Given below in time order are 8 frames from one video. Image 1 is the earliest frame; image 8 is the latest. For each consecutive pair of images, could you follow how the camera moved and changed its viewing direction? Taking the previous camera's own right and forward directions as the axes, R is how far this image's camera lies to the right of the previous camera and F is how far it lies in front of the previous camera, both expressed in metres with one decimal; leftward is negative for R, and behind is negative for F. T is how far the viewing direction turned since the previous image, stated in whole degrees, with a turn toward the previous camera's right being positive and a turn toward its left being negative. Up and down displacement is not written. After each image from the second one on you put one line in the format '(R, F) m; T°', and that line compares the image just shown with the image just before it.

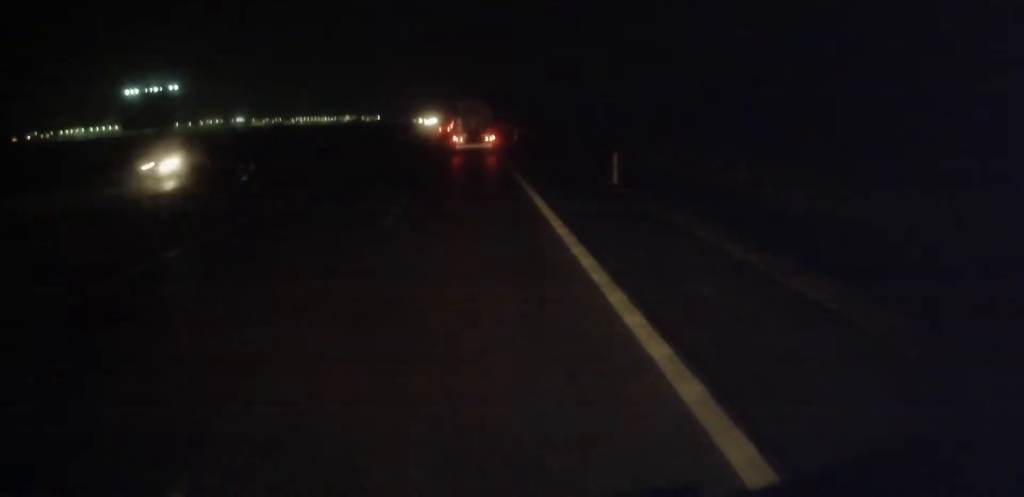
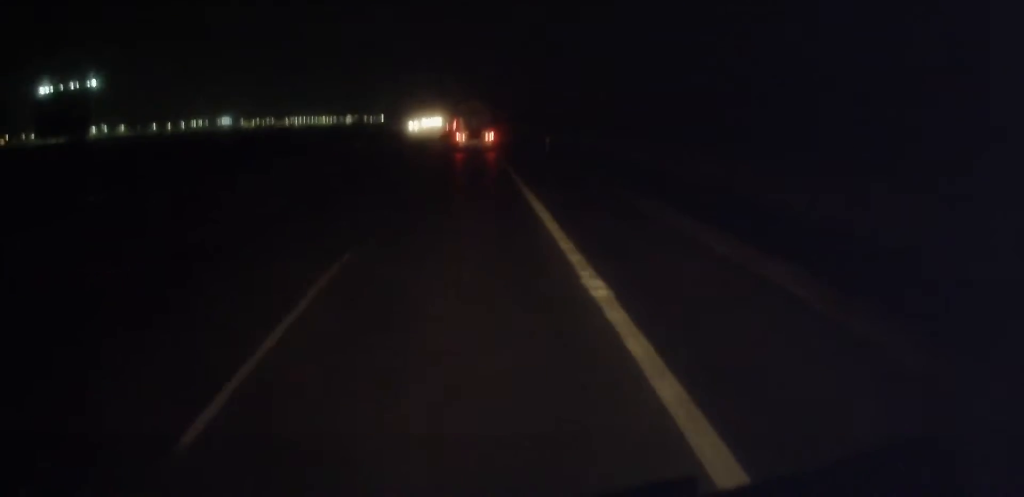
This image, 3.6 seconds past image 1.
(-0.4, +80.0) m; -1°
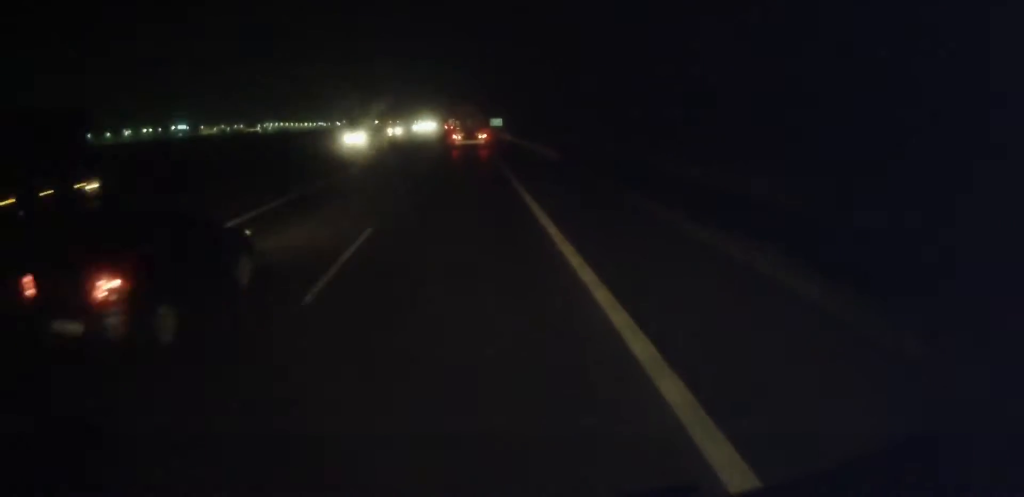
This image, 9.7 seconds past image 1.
(-2.2, +142.6) m; -2°
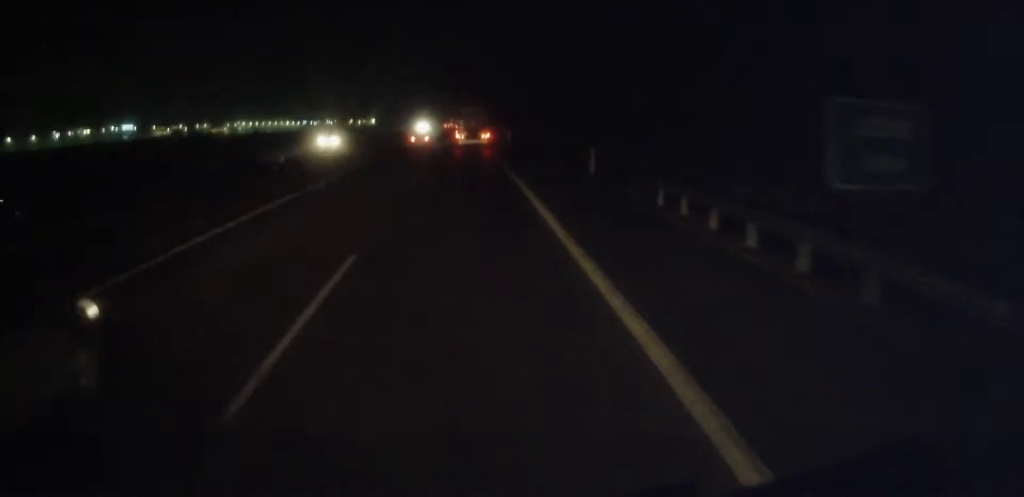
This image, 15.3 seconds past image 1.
(-0.7, +132.3) m; 0°
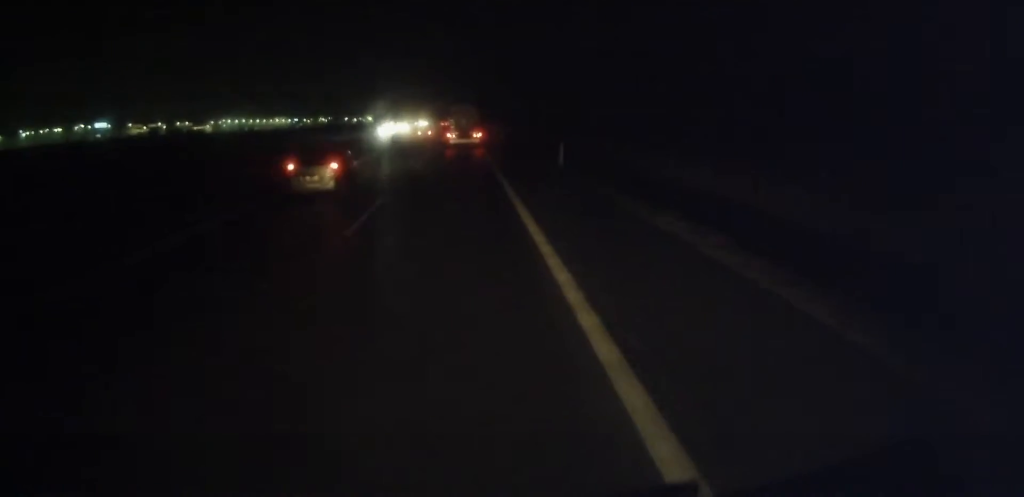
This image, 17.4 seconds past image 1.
(+0.1, +45.4) m; 0°
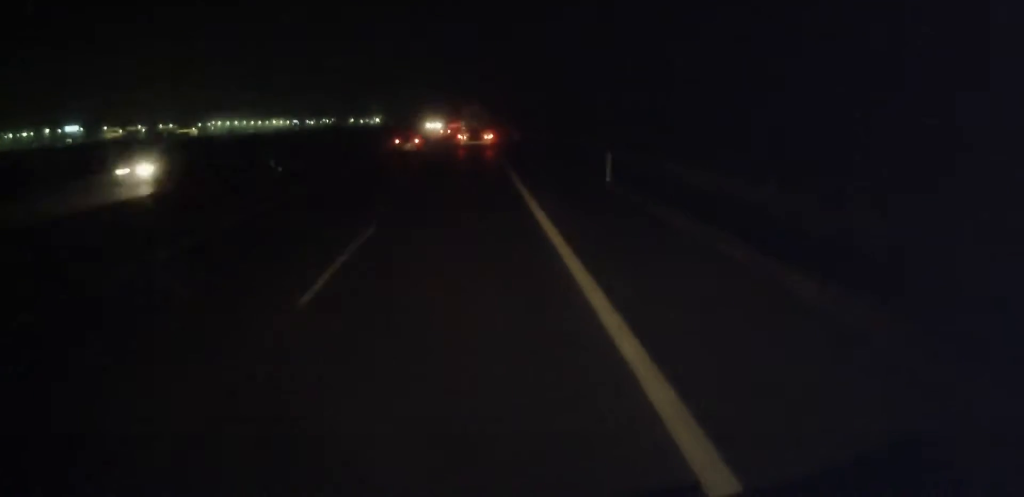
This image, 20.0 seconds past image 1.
(0.0, +58.1) m; 0°
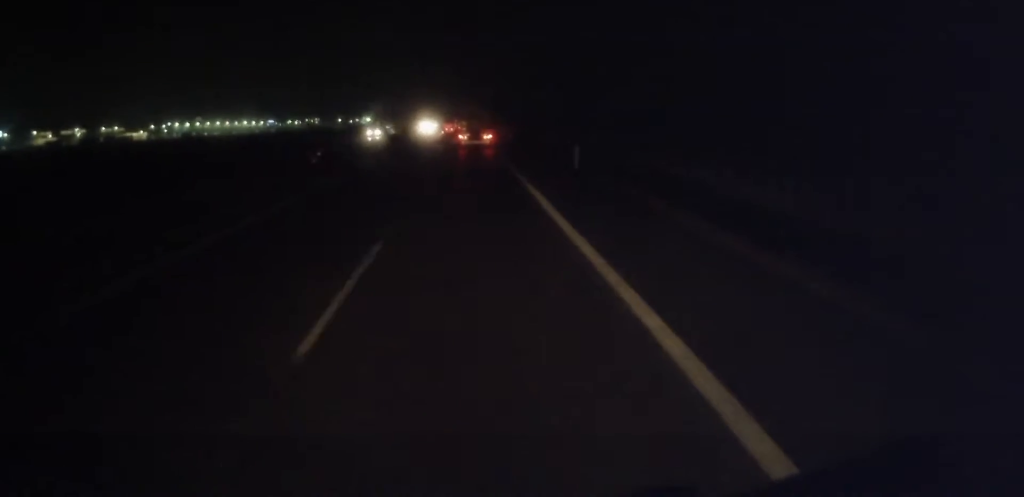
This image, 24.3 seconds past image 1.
(-0.8, +90.8) m; -1°
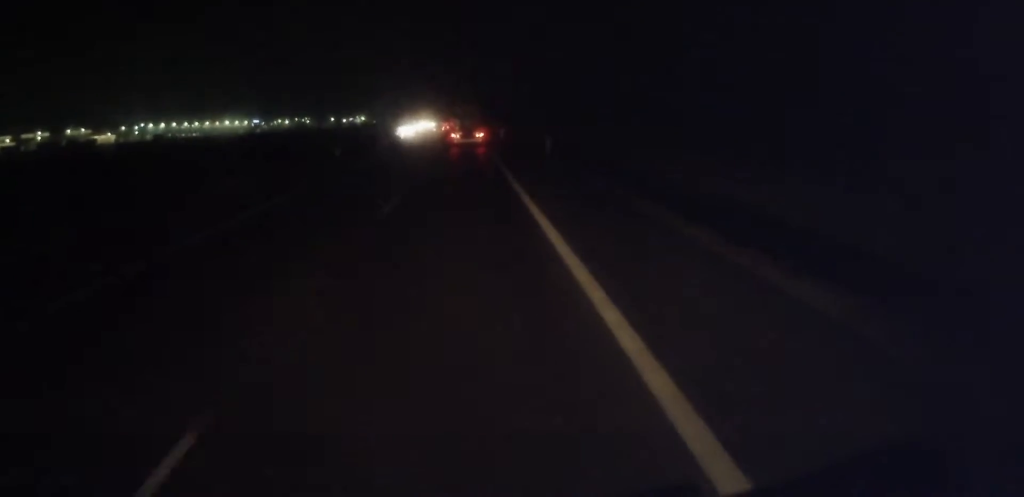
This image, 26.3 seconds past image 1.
(-0.3, +43.0) m; 0°
